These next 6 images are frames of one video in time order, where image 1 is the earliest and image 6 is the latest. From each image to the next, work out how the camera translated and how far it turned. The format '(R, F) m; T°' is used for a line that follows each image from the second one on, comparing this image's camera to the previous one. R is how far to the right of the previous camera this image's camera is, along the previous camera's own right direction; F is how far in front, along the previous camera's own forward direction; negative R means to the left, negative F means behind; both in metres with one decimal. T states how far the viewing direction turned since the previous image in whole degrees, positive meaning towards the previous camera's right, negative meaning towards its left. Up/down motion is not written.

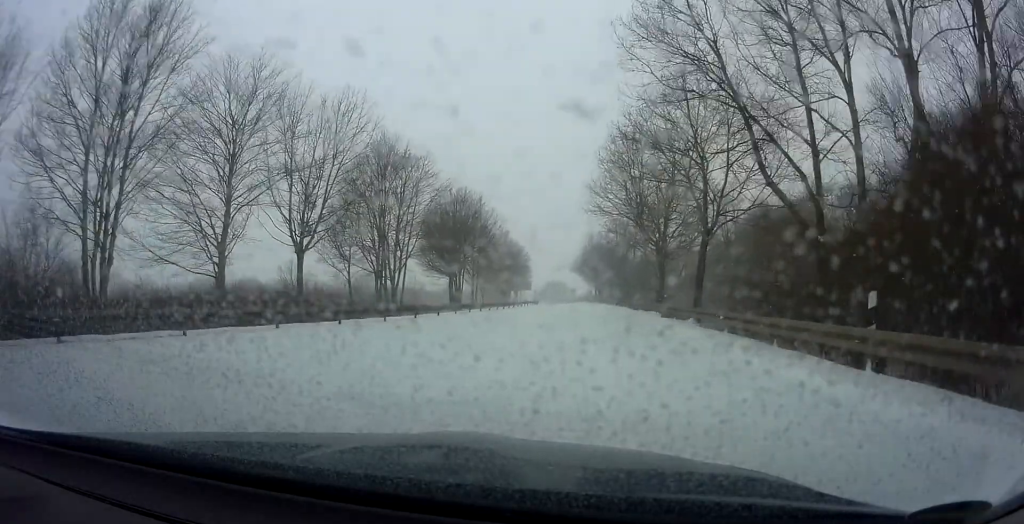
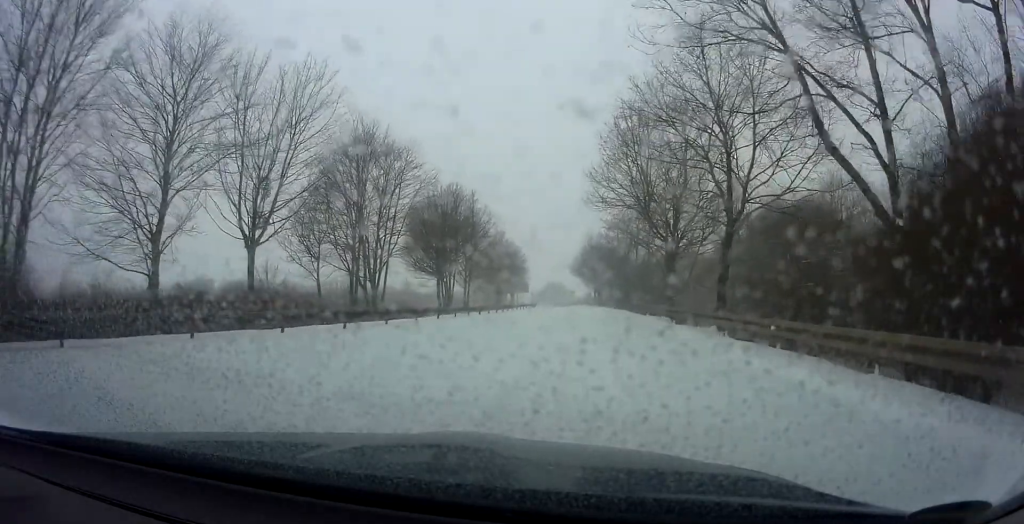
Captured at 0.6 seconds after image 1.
(-0.3, +4.5) m; -5°
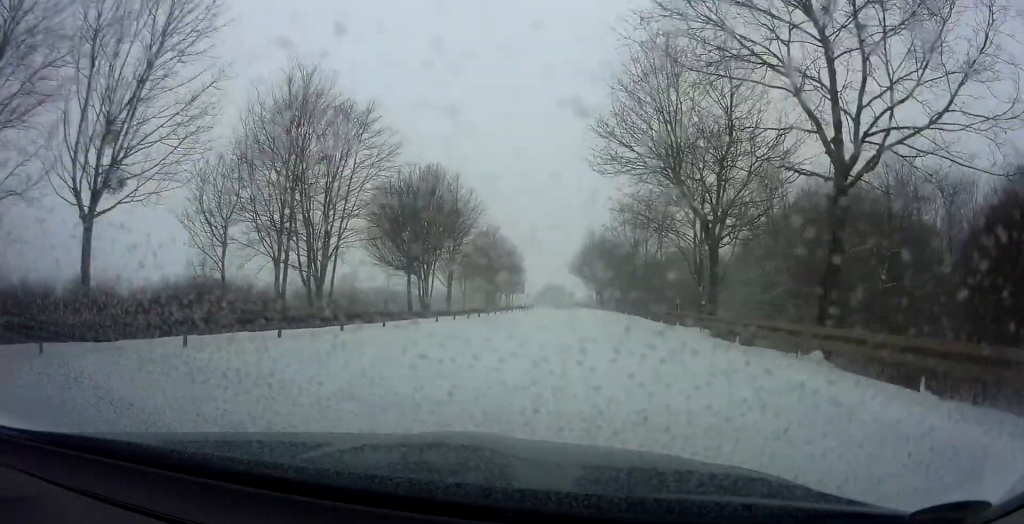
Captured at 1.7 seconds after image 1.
(-0.5, +9.2) m; -3°
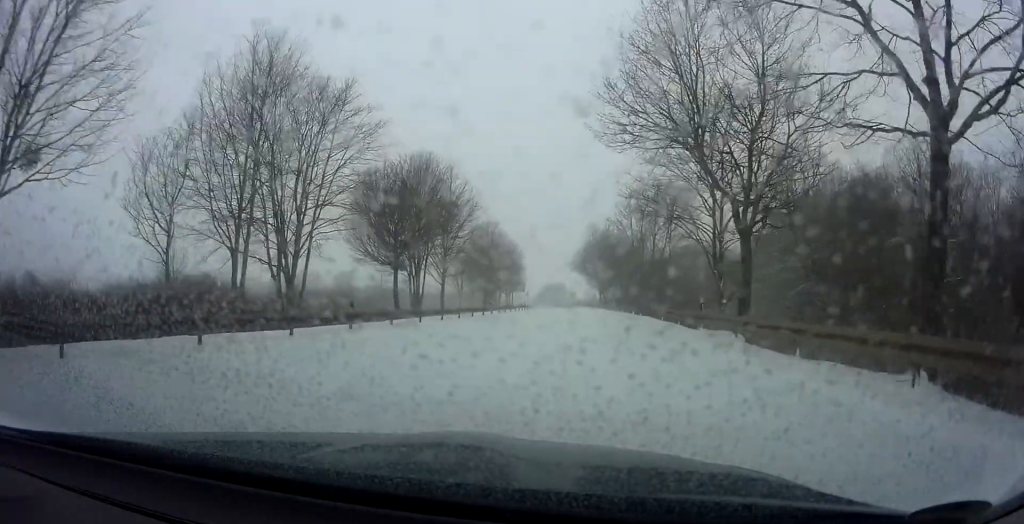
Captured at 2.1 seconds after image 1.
(0.0, +3.9) m; +1°
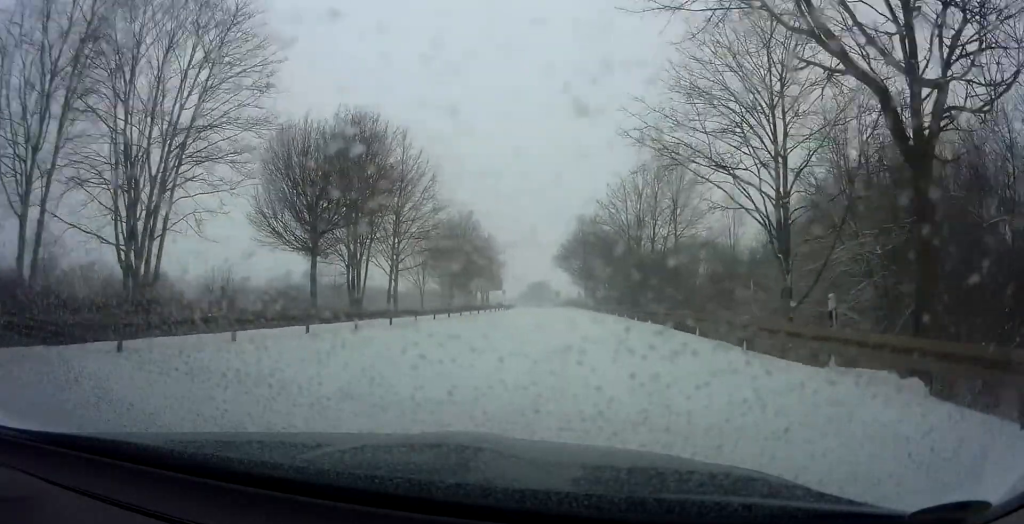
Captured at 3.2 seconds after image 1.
(+0.3, +10.3) m; +4°
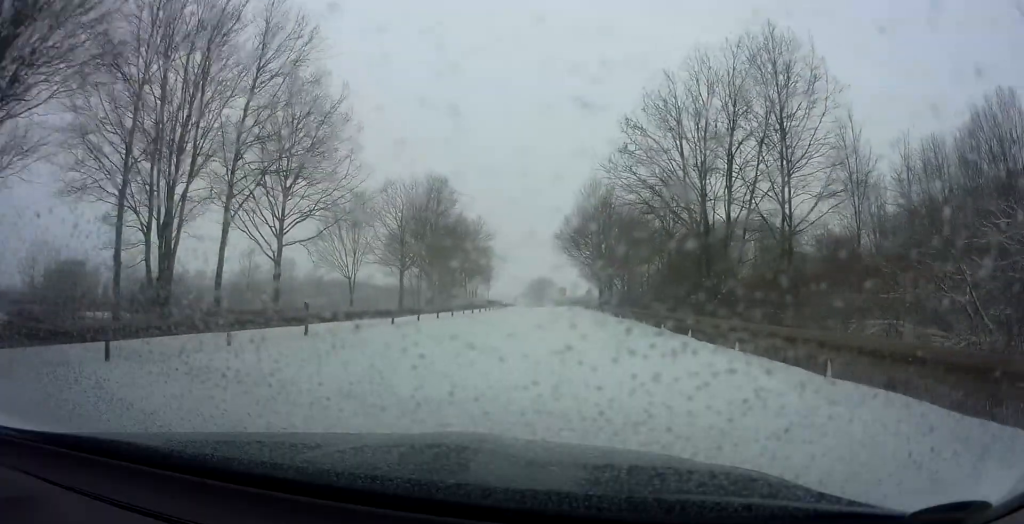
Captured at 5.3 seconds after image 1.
(+0.8, +20.9) m; 0°
